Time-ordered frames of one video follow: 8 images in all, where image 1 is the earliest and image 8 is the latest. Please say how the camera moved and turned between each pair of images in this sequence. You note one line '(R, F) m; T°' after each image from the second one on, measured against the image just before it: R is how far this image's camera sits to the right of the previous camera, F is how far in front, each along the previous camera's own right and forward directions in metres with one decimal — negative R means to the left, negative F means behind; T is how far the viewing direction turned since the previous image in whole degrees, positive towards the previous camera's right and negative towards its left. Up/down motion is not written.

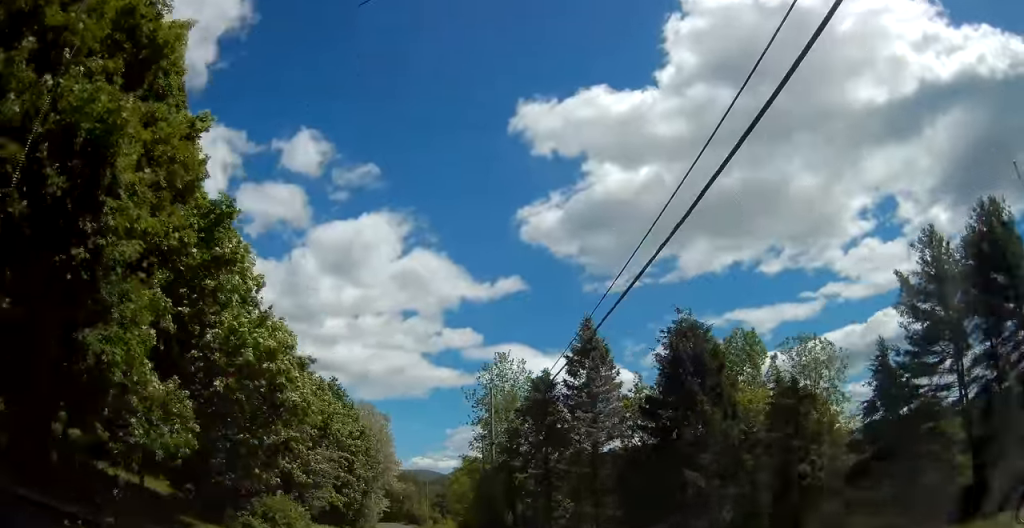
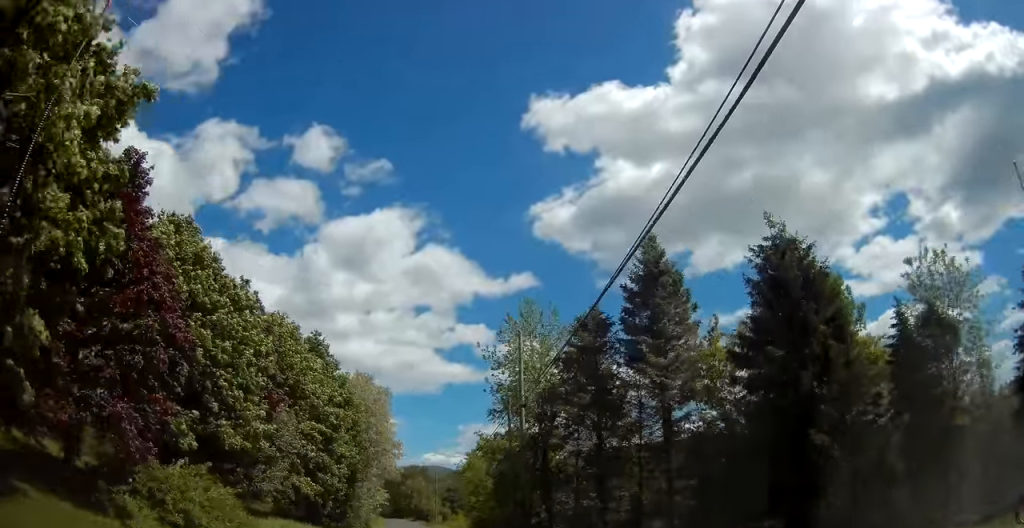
(+0.1, +11.6) m; 0°
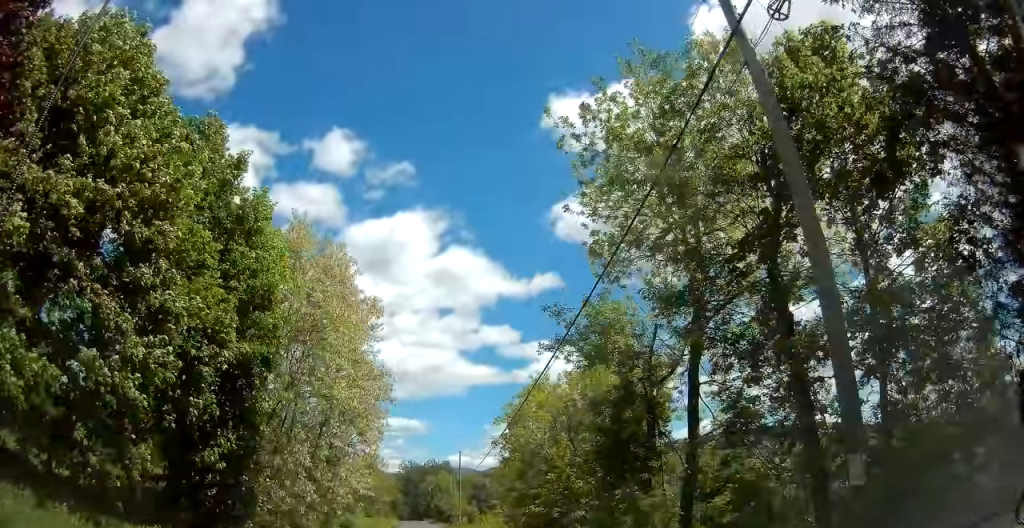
(-0.6, +23.9) m; -3°
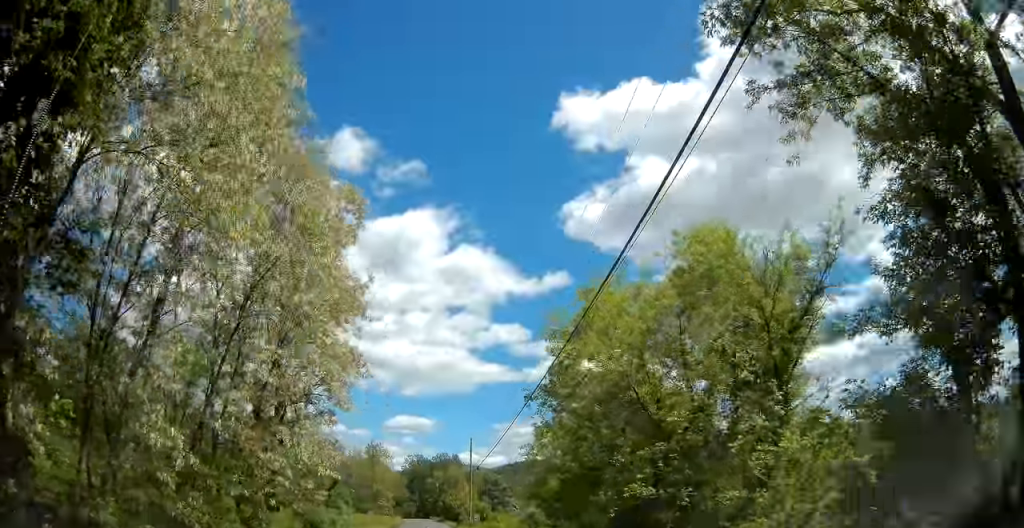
(0.0, +11.8) m; -1°
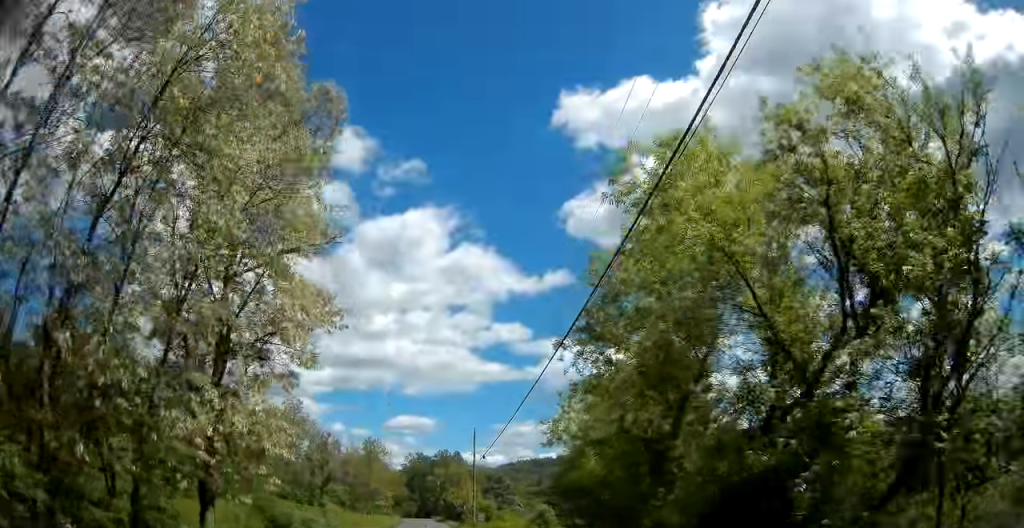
(-0.1, +6.2) m; 0°
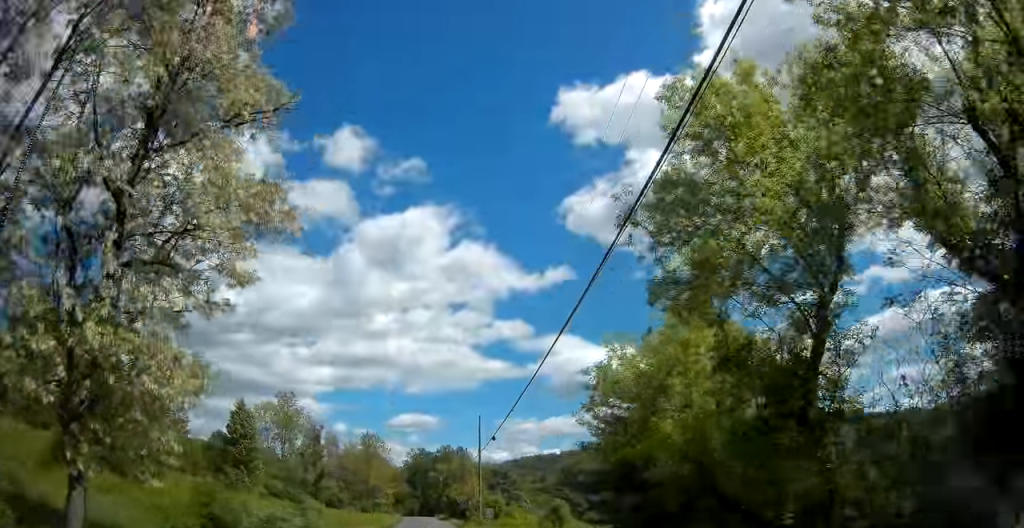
(0.0, +6.3) m; 0°
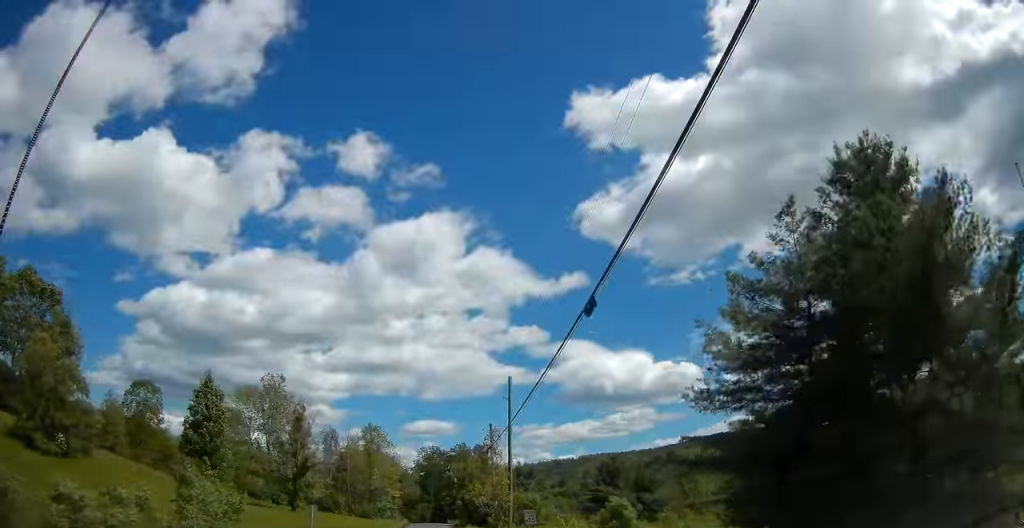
(0.0, +16.9) m; -1°
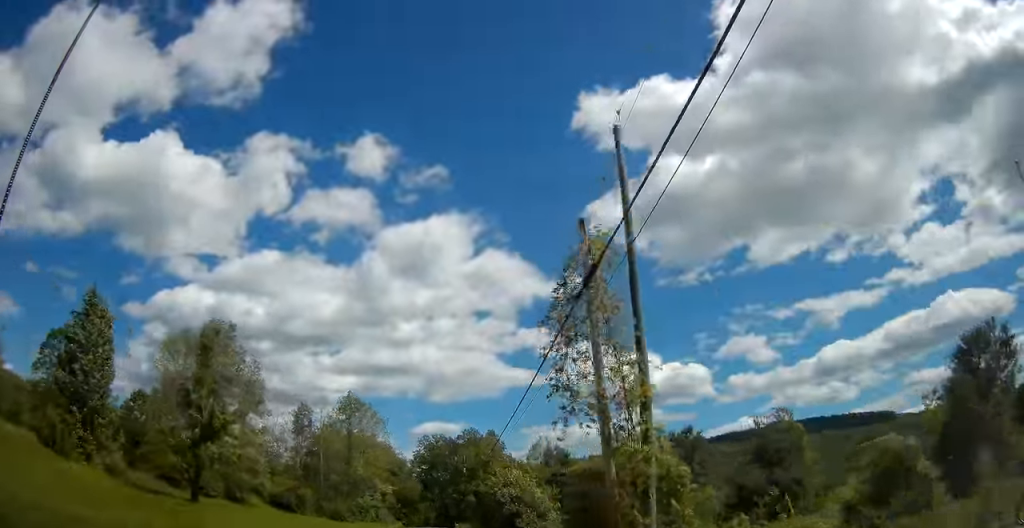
(-0.7, +26.4) m; -1°
